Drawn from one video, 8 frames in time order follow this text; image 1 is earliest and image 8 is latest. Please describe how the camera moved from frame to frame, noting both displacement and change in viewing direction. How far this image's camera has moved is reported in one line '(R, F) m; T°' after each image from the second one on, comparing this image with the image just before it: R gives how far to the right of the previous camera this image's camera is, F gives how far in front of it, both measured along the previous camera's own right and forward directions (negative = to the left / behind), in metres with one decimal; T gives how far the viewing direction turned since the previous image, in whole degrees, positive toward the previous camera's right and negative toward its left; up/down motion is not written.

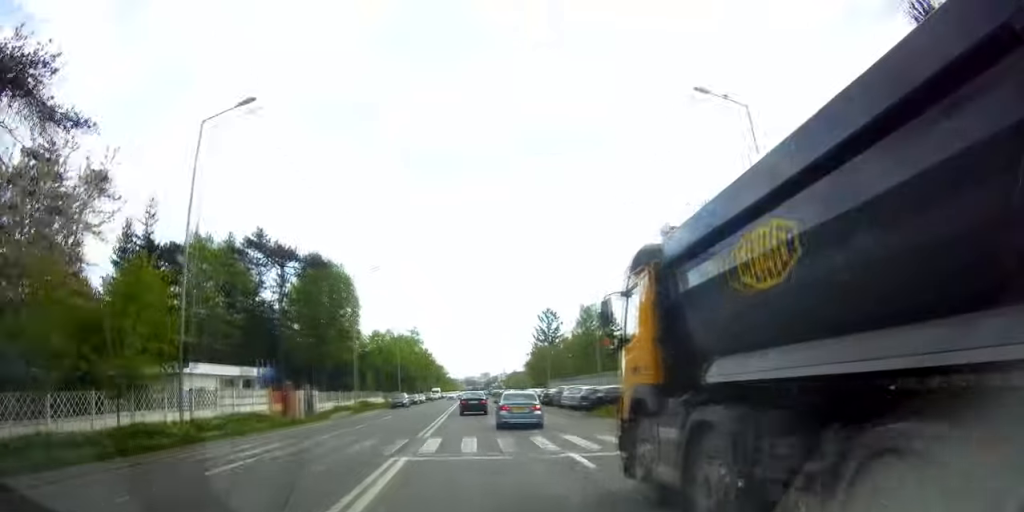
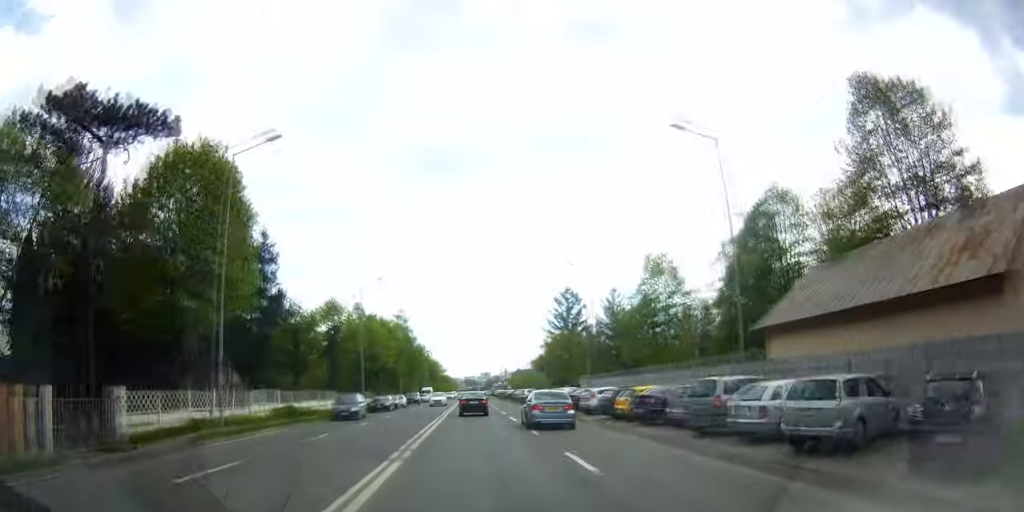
(-0.6, +26.6) m; -2°
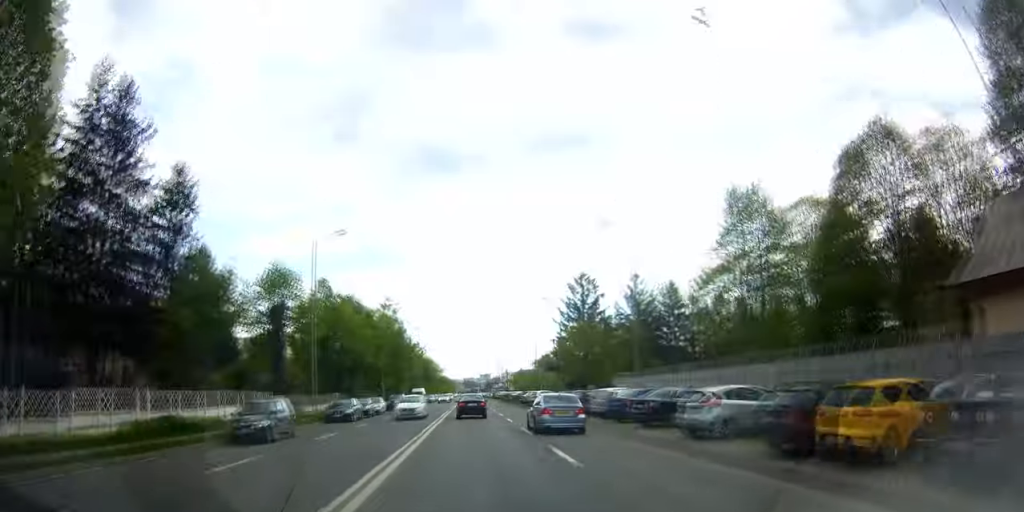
(0.0, +14.3) m; +1°
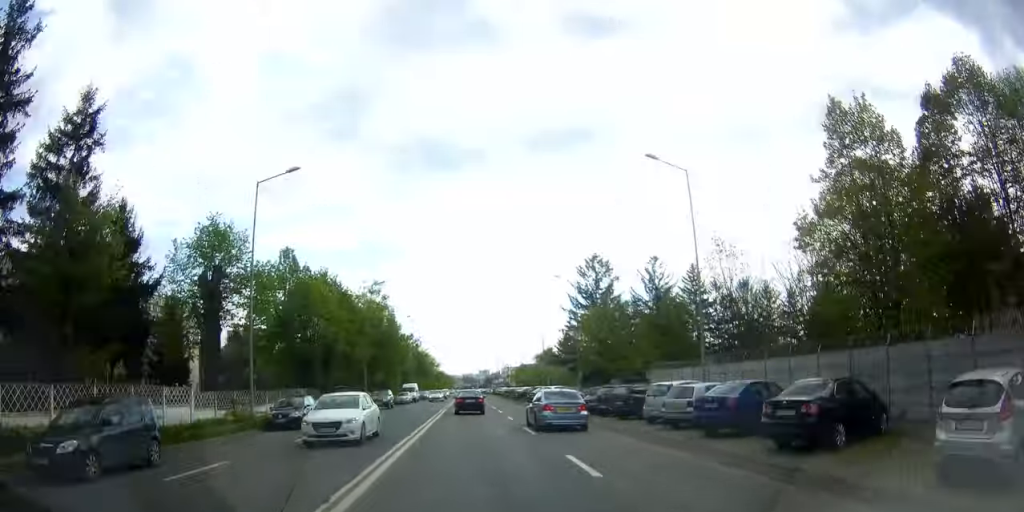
(+0.1, +10.6) m; +1°
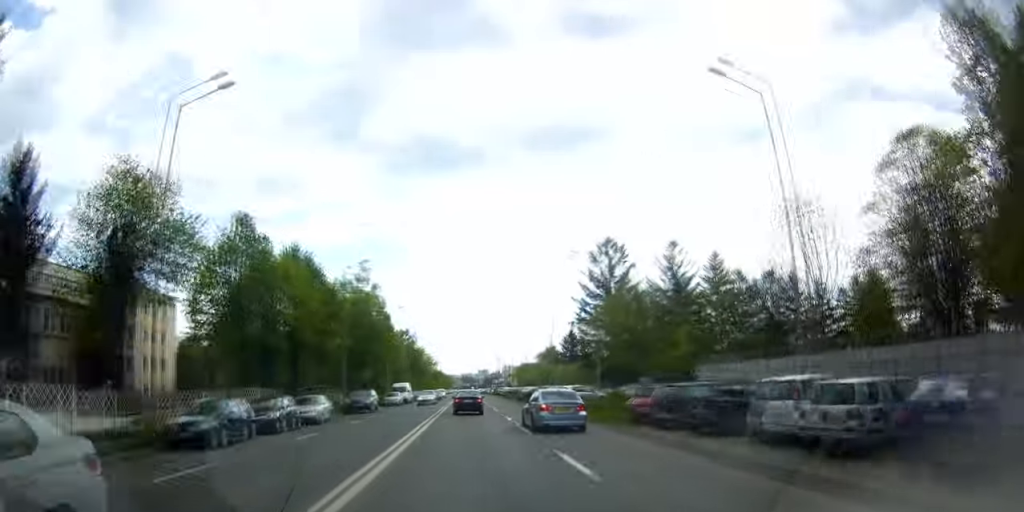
(-0.1, +9.1) m; +1°
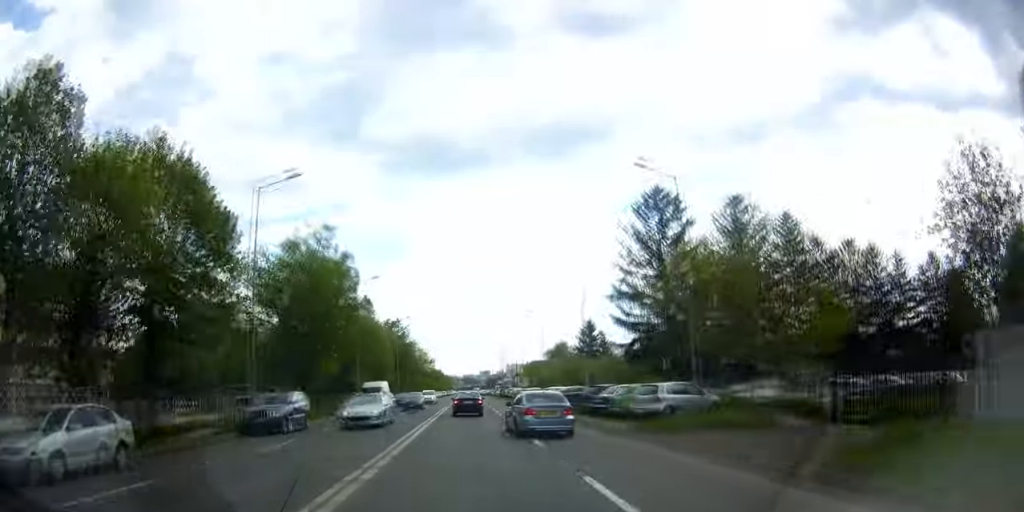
(+0.4, +21.3) m; +1°
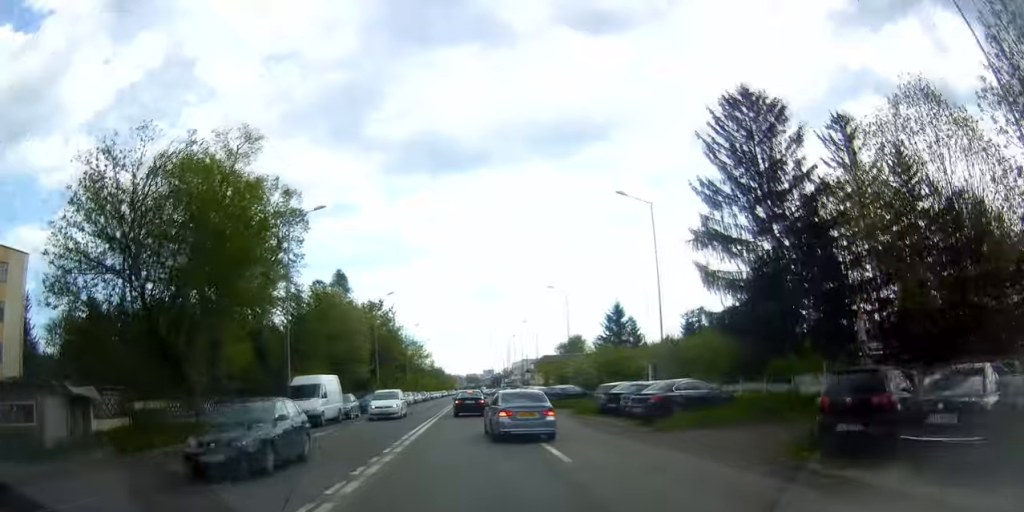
(-0.2, +21.7) m; -1°
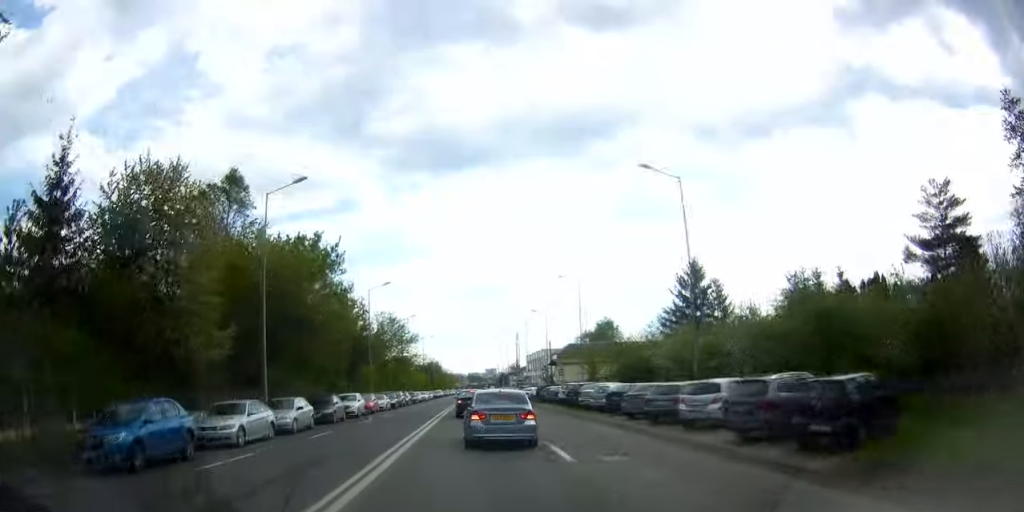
(-0.6, +38.6) m; -2°
